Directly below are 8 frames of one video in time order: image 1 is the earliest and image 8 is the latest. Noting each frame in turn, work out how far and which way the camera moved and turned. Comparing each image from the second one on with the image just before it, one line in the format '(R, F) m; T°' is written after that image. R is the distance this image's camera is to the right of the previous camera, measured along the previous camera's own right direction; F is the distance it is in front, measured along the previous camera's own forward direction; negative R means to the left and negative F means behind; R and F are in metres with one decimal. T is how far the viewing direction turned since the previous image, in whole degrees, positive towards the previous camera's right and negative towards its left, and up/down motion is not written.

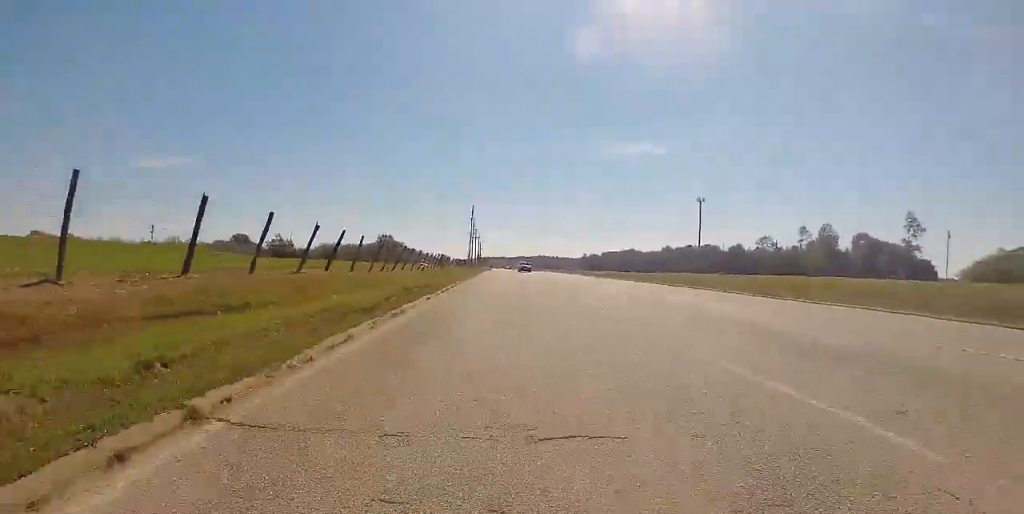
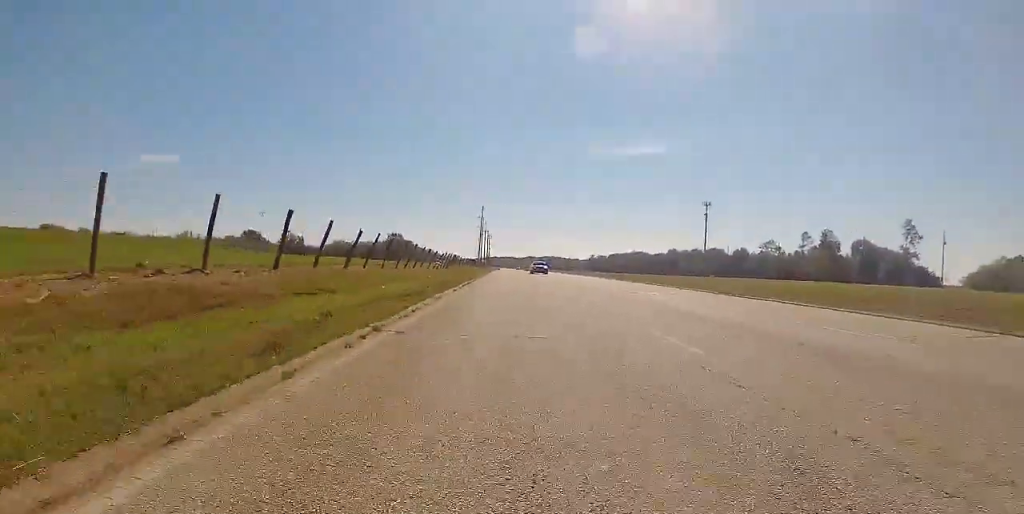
(+0.3, +3.8) m; +4°
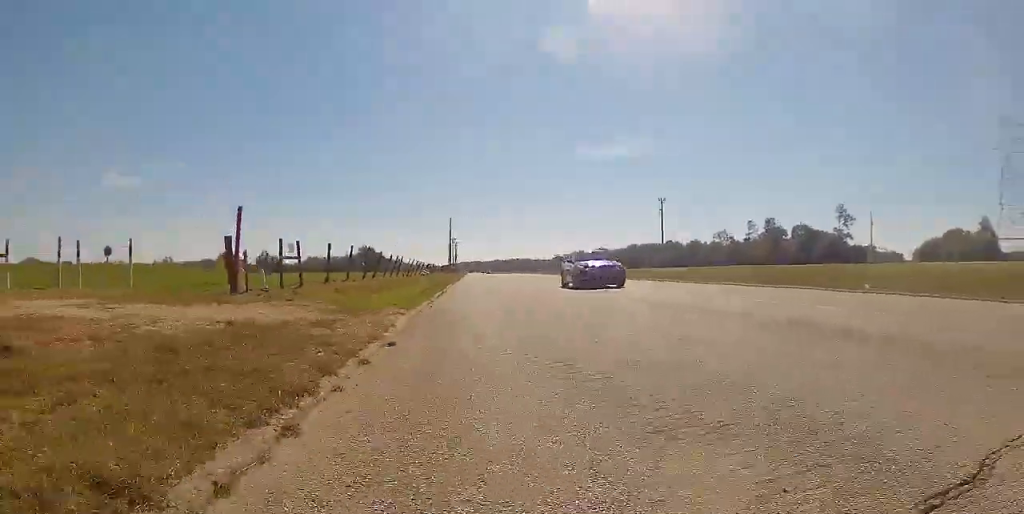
(+0.3, +13.0) m; +1°
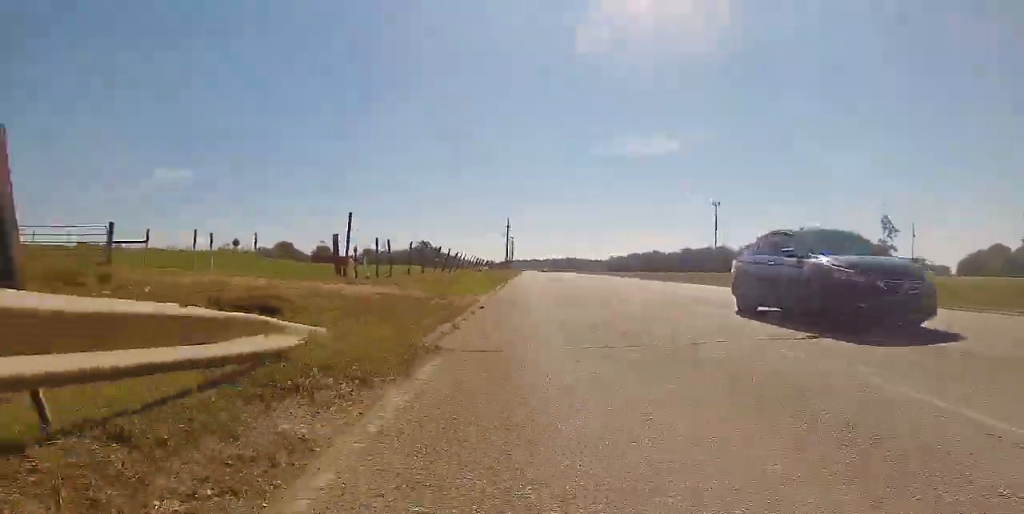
(0.0, +4.0) m; 0°
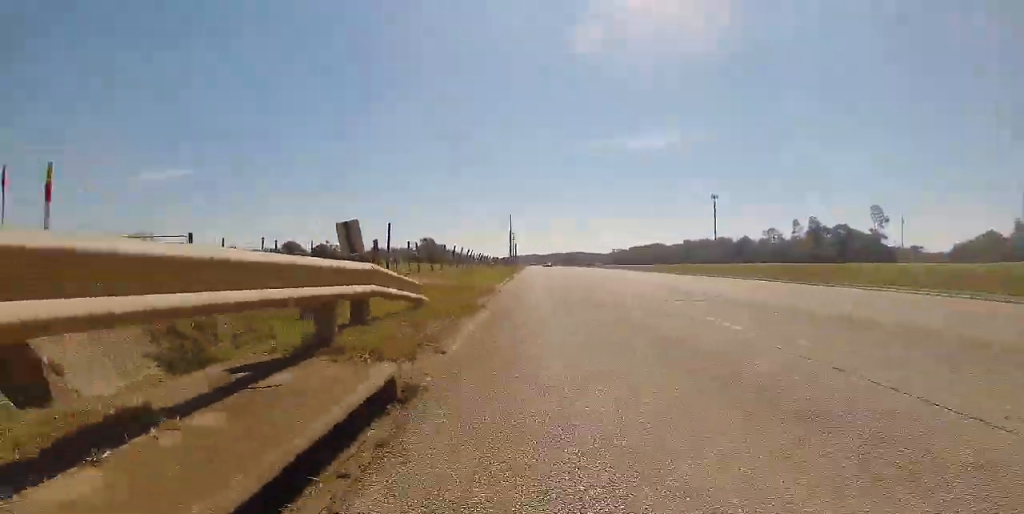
(0.0, +4.4) m; -1°
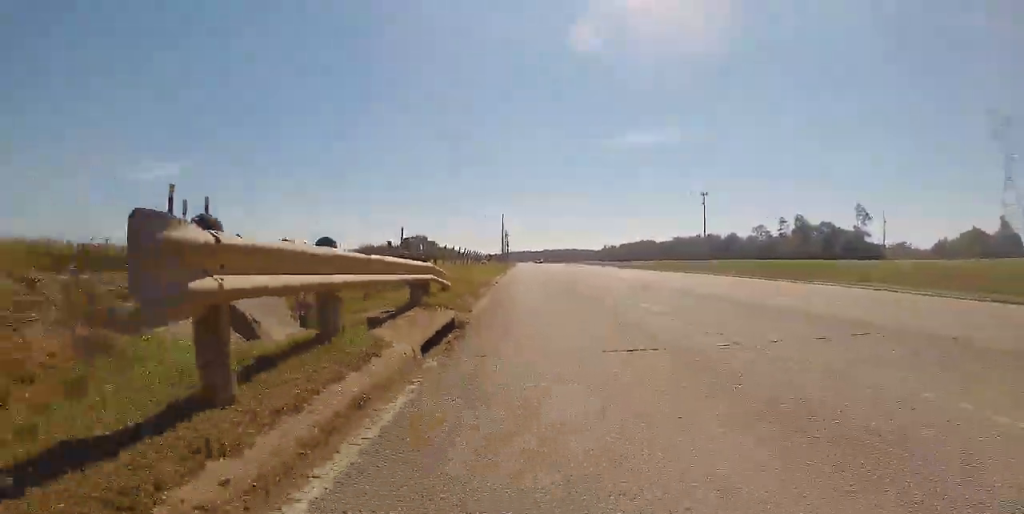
(0.0, +3.8) m; -1°
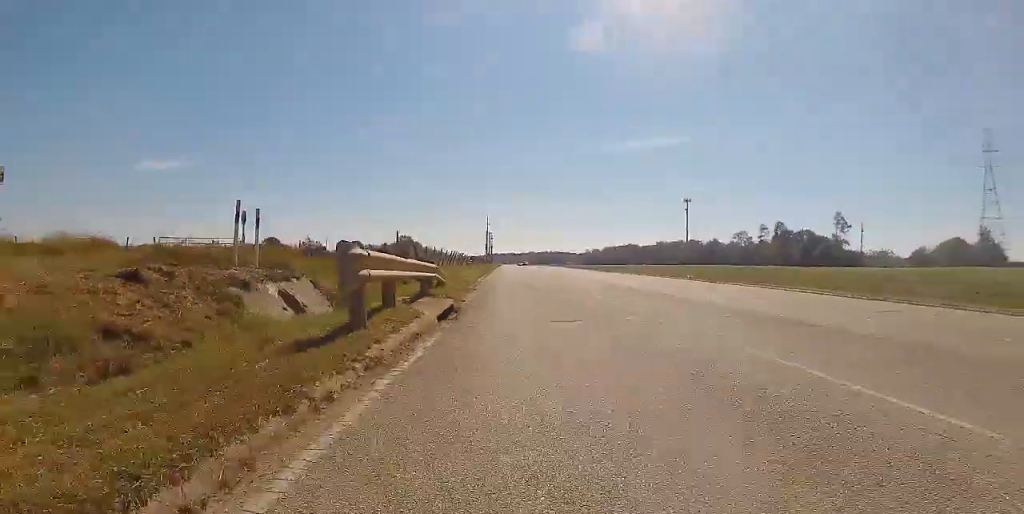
(0.0, +2.8) m; -1°
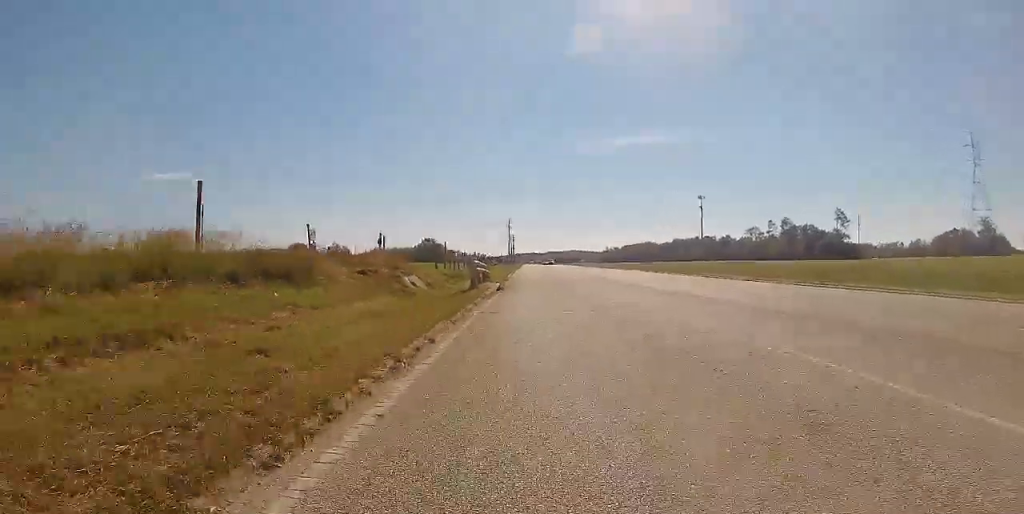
(-0.1, +10.0) m; 0°
